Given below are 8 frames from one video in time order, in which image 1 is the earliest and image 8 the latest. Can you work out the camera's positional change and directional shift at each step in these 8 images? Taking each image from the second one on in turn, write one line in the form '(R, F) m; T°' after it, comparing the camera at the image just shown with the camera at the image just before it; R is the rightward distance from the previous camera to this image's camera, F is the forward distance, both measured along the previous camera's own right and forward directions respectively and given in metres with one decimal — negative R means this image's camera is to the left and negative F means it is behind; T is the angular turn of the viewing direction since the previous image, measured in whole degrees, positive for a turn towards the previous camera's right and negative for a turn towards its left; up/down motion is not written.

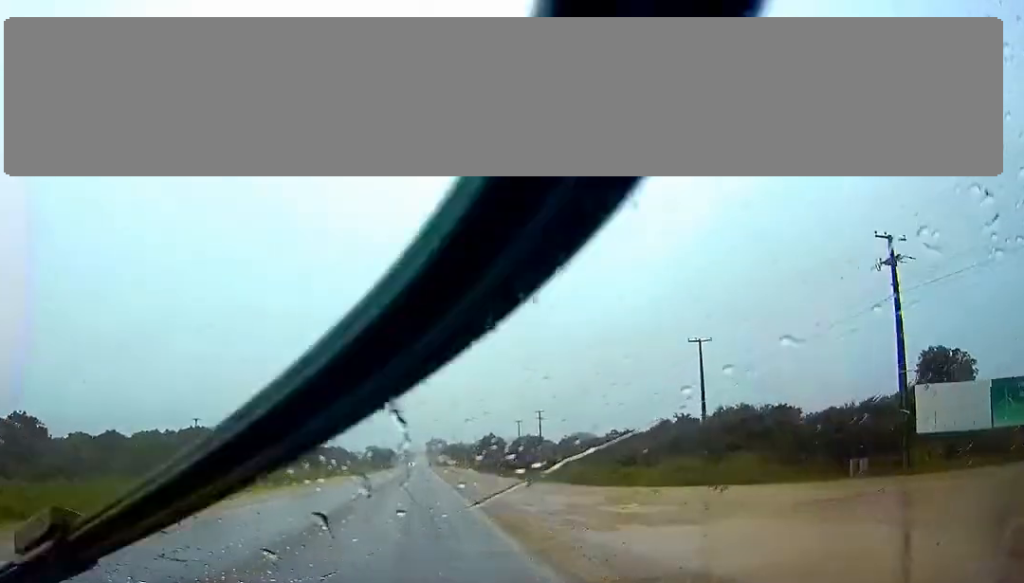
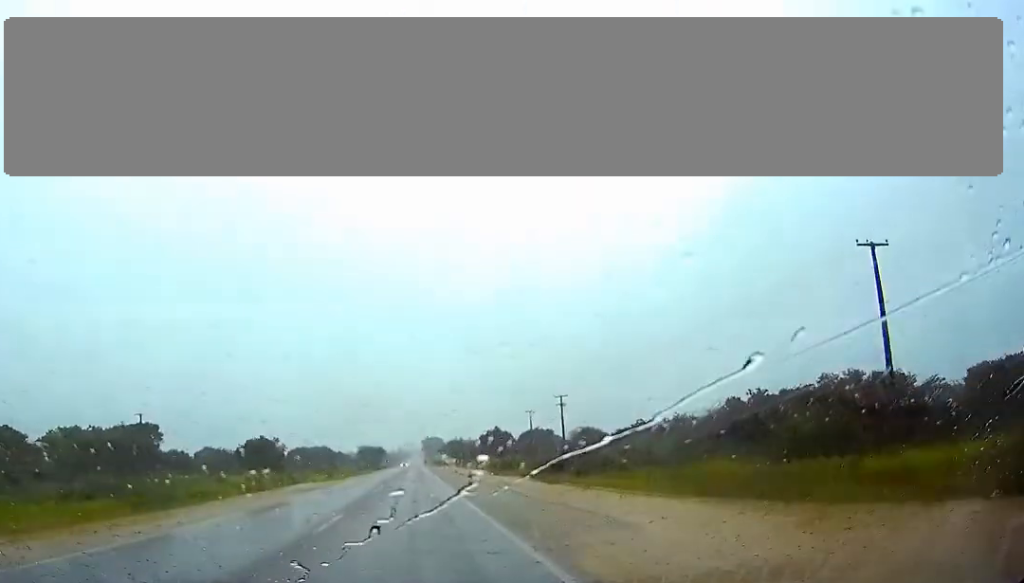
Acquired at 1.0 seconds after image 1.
(-0.1, +26.0) m; 0°
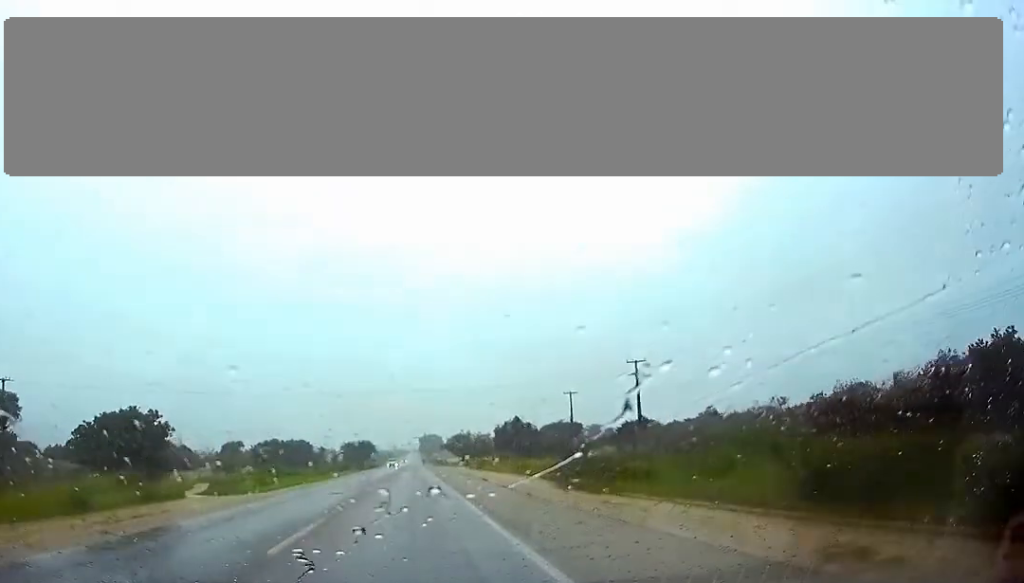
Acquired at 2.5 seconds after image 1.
(+0.3, +40.0) m; +1°
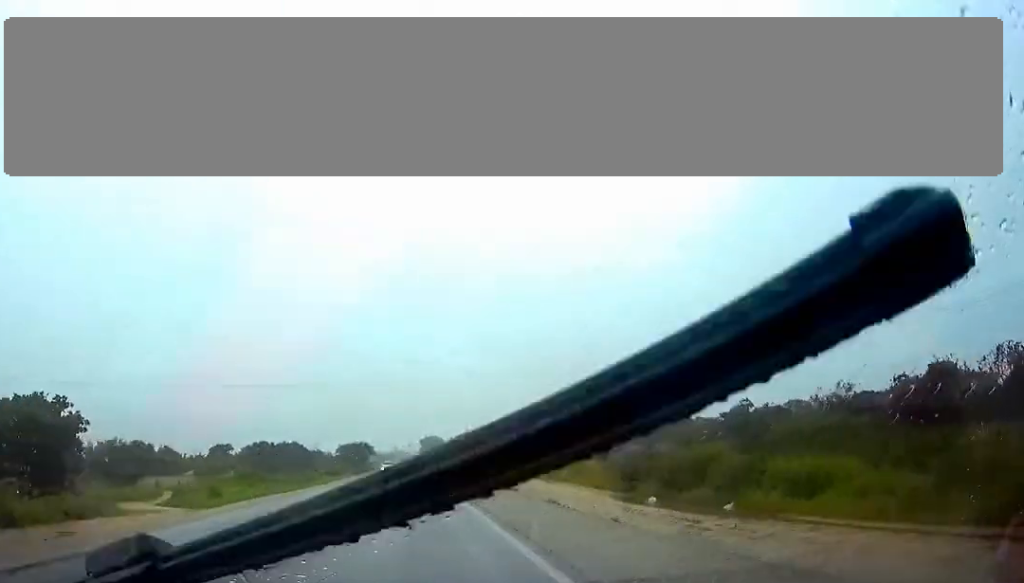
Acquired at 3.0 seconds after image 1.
(0.0, +12.9) m; 0°
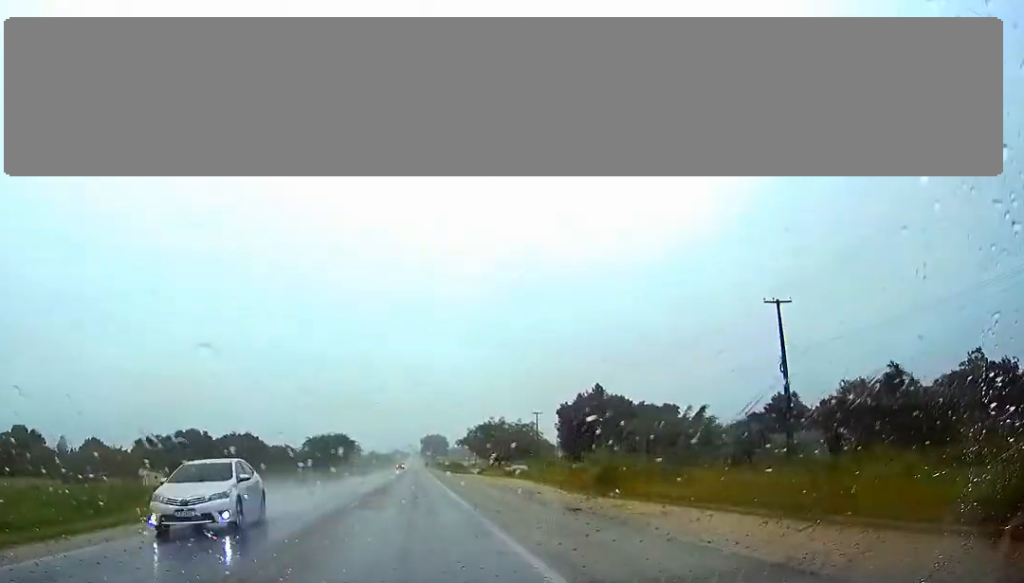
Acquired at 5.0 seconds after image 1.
(0.0, +50.2) m; 0°
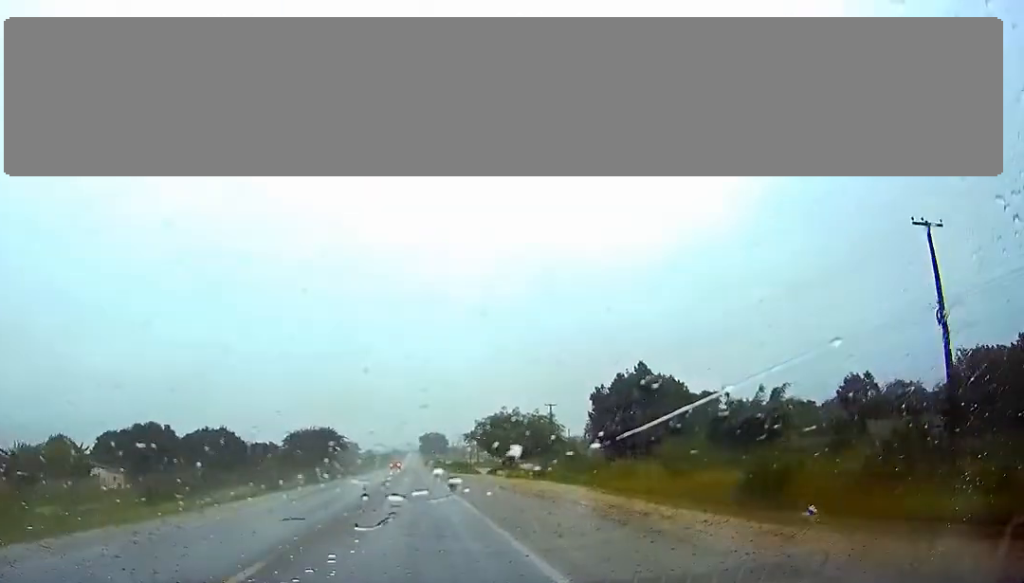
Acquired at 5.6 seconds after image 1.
(0.0, +16.1) m; 0°
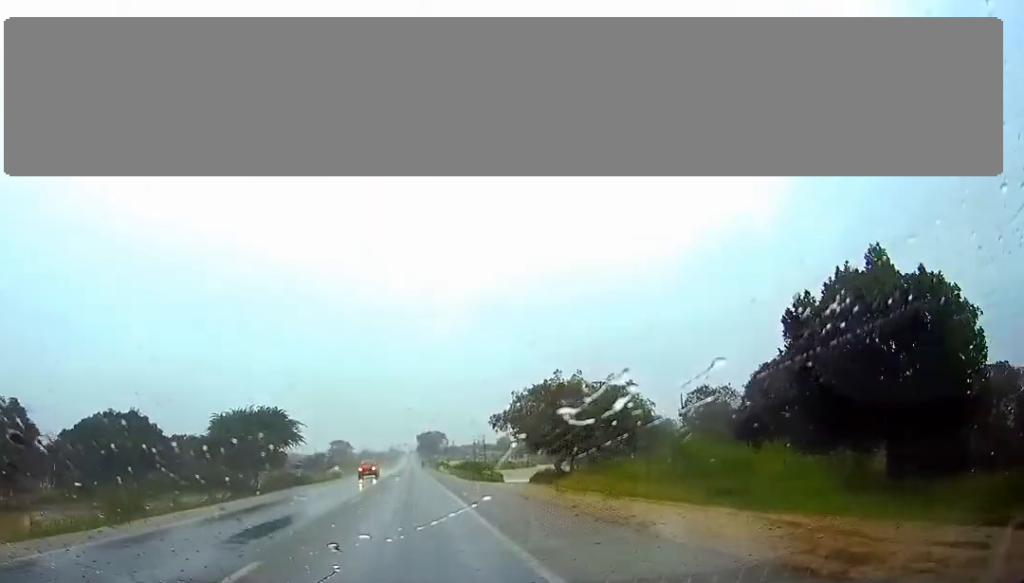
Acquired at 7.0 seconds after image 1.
(+0.1, +35.9) m; 0°
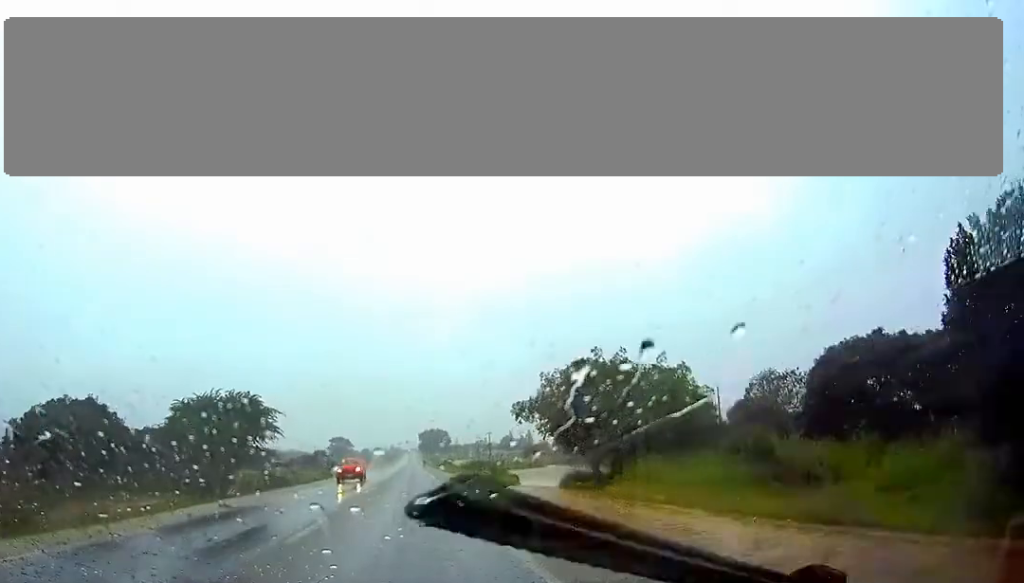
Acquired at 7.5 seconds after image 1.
(0.0, +11.2) m; 0°
